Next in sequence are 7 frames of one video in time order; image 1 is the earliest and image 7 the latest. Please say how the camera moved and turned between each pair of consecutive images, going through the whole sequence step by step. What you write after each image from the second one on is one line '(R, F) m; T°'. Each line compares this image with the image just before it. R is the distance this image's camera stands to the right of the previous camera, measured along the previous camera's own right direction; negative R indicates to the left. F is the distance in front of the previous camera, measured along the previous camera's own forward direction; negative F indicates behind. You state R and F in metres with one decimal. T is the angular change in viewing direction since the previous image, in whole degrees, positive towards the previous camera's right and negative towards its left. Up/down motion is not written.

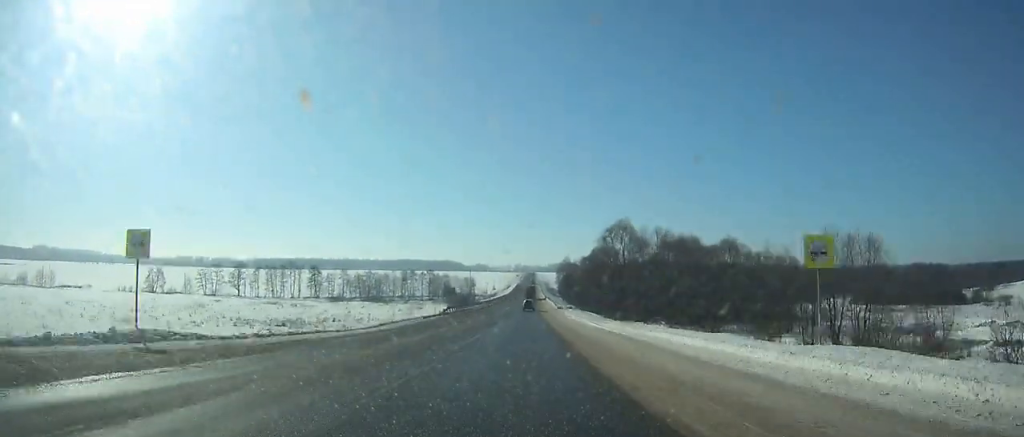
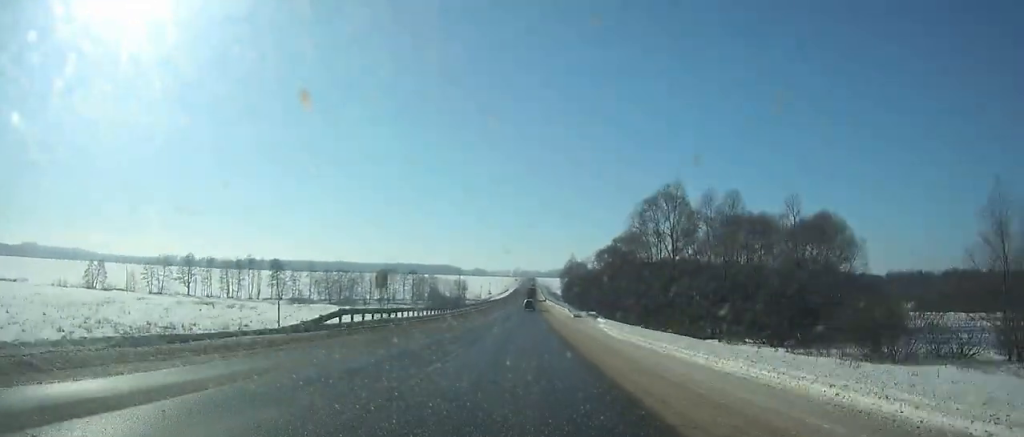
(+0.2, +37.8) m; 0°
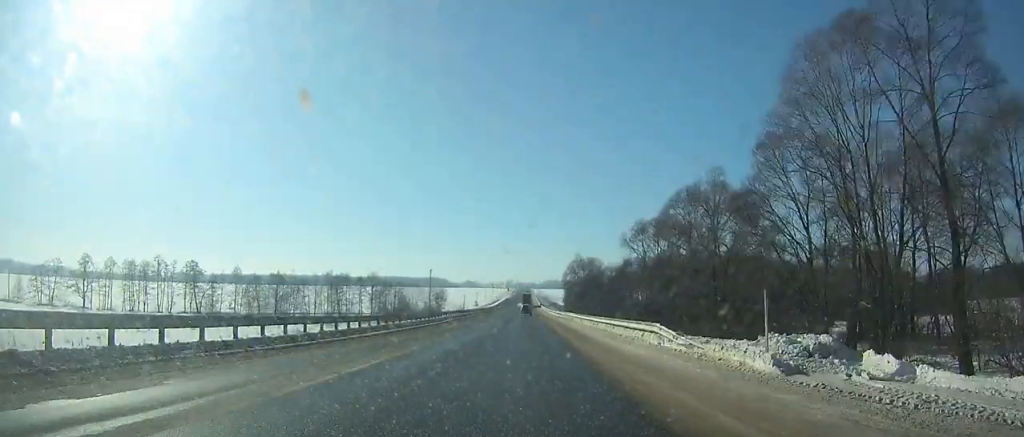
(+0.1, +51.8) m; 0°
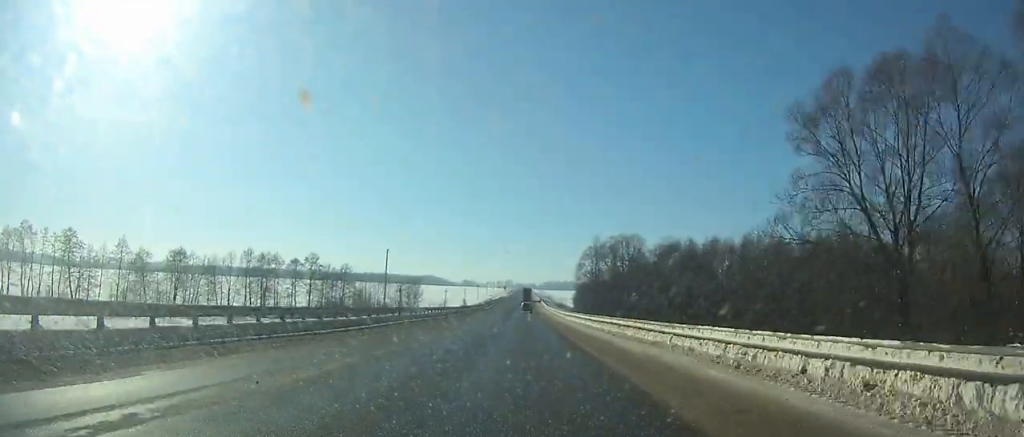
(+0.1, +49.8) m; 0°
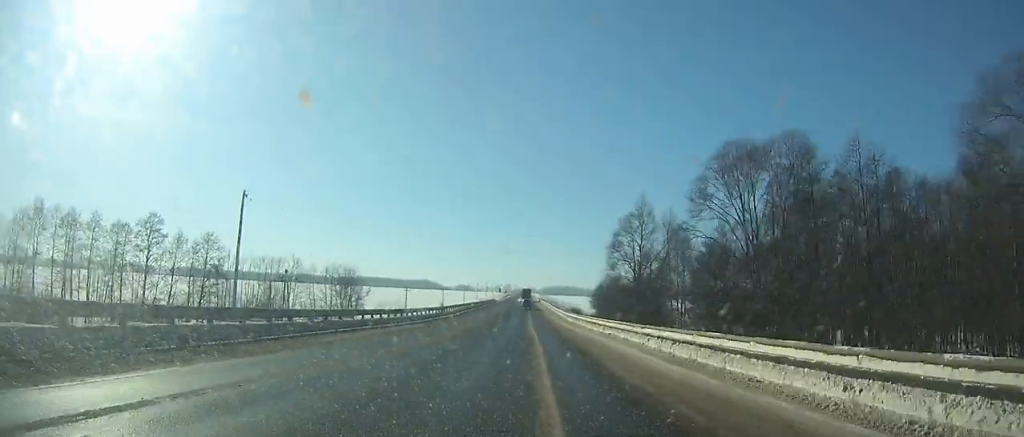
(+0.1, +56.6) m; 0°
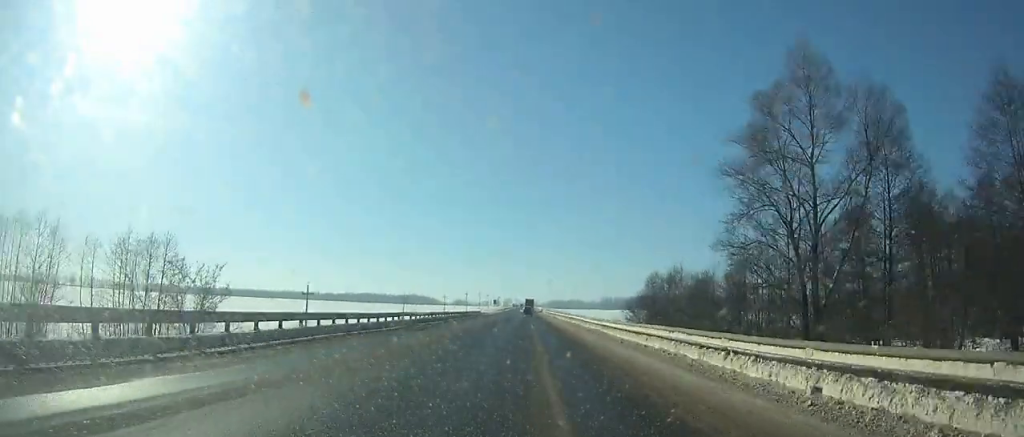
(+0.1, +54.3) m; 0°
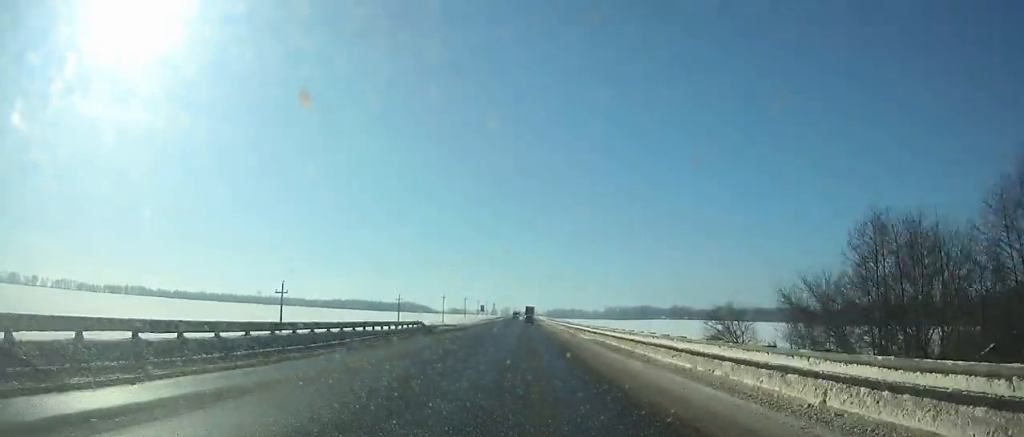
(-0.1, +56.3) m; 0°
